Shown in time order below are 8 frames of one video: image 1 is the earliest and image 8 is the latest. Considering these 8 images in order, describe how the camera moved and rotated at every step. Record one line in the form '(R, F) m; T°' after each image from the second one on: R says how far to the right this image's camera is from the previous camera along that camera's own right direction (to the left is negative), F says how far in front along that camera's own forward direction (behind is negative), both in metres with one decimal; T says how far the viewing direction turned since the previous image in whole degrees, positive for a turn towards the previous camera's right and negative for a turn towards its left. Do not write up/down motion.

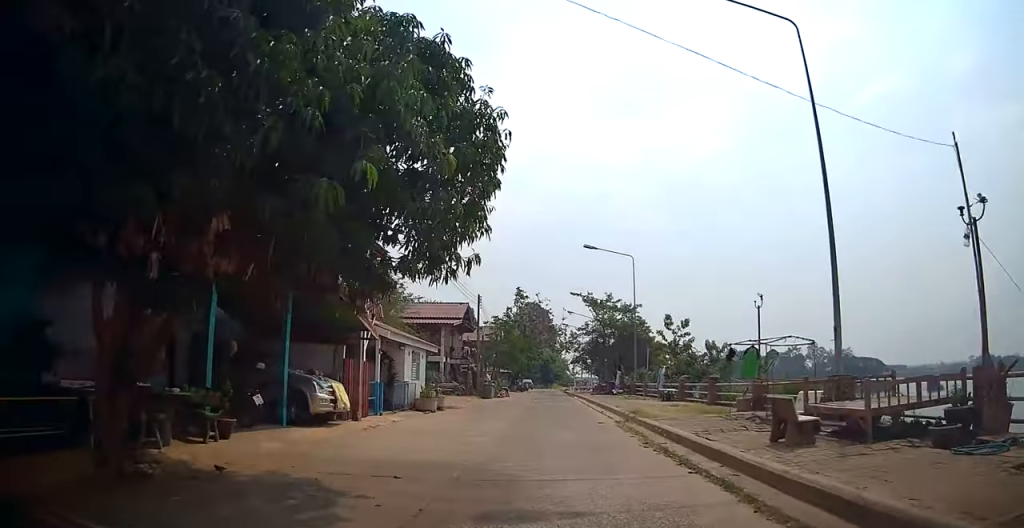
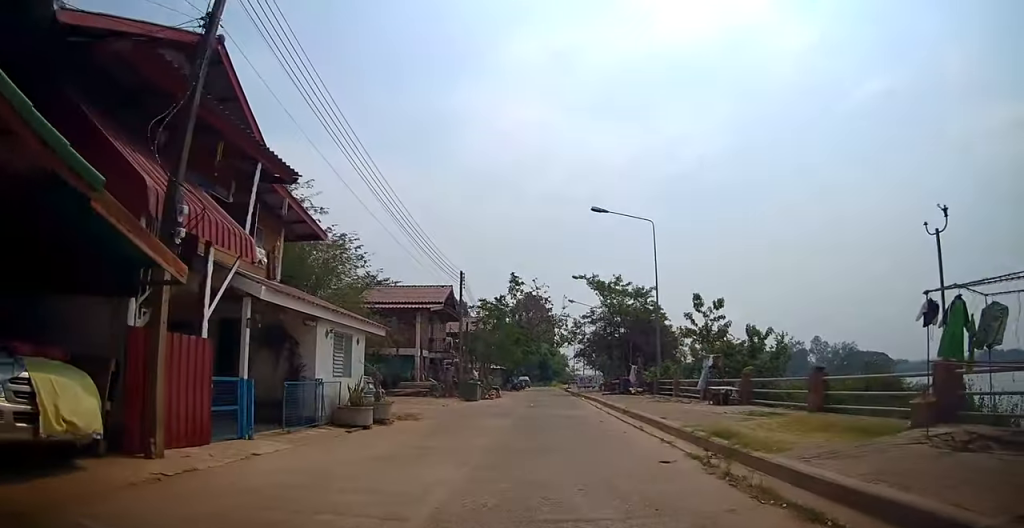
(+0.1, +9.4) m; -1°
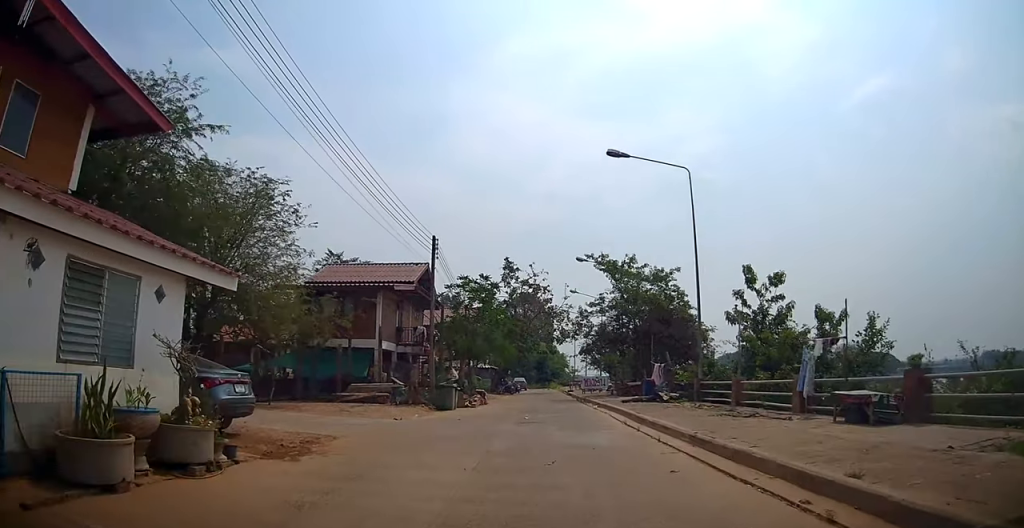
(-0.5, +9.8) m; -3°
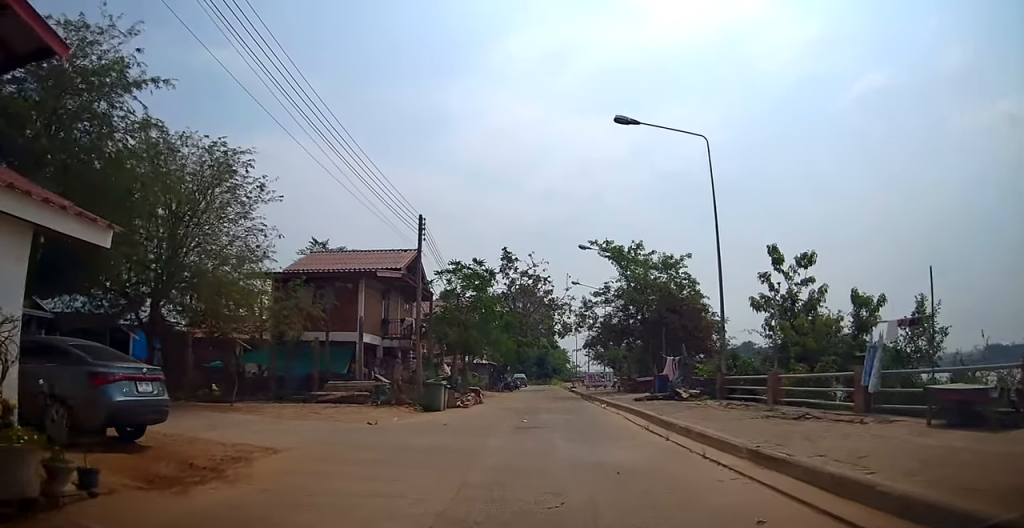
(0.0, +3.9) m; 0°
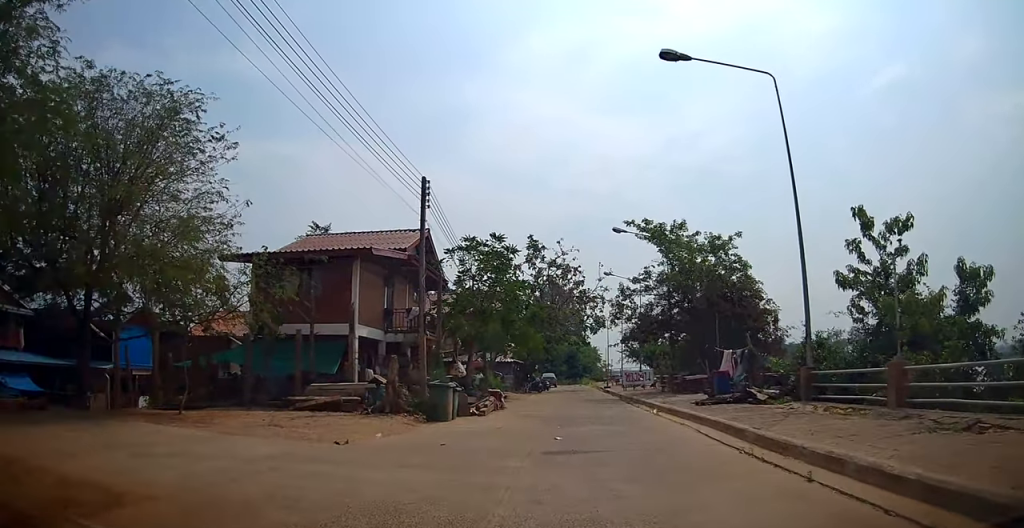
(-0.1, +6.5) m; -2°
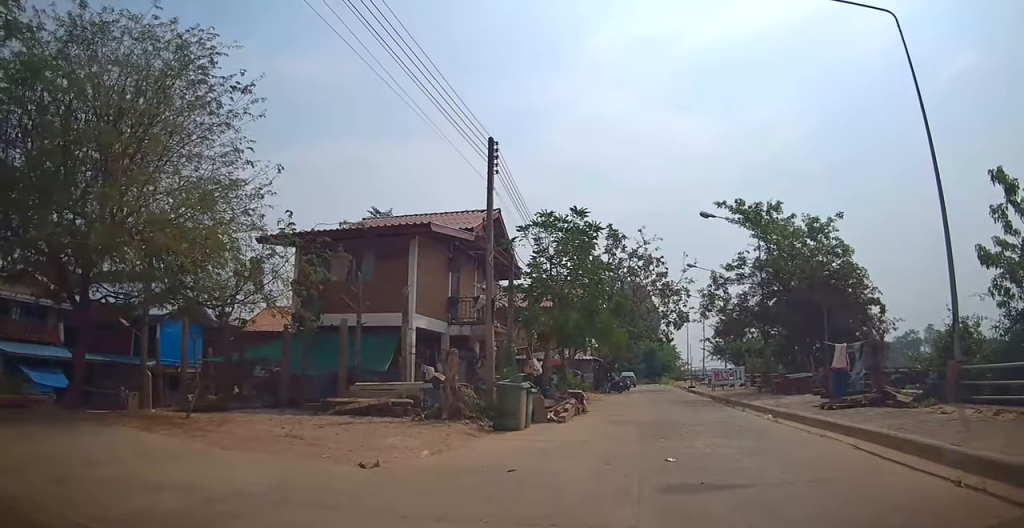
(-0.3, +5.2) m; -5°
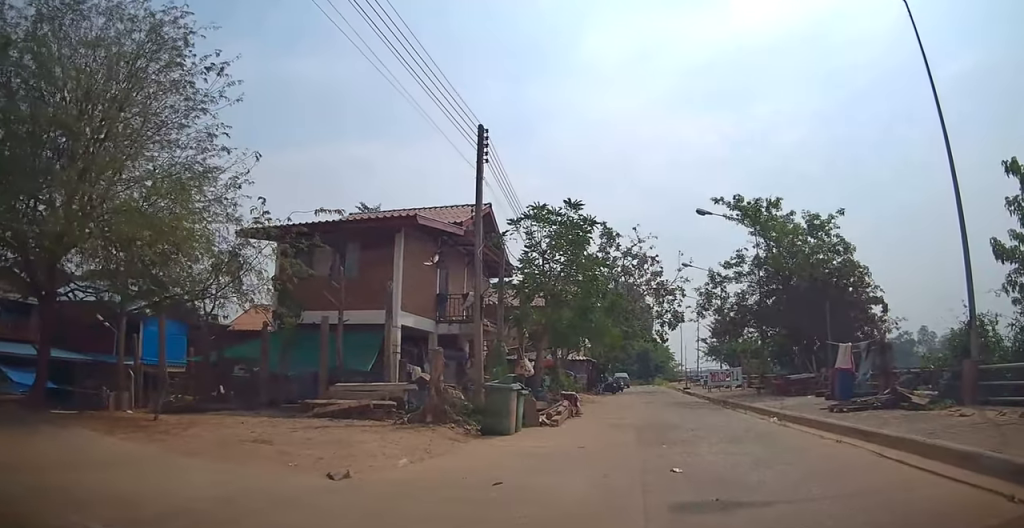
(-0.1, +1.5) m; -1°
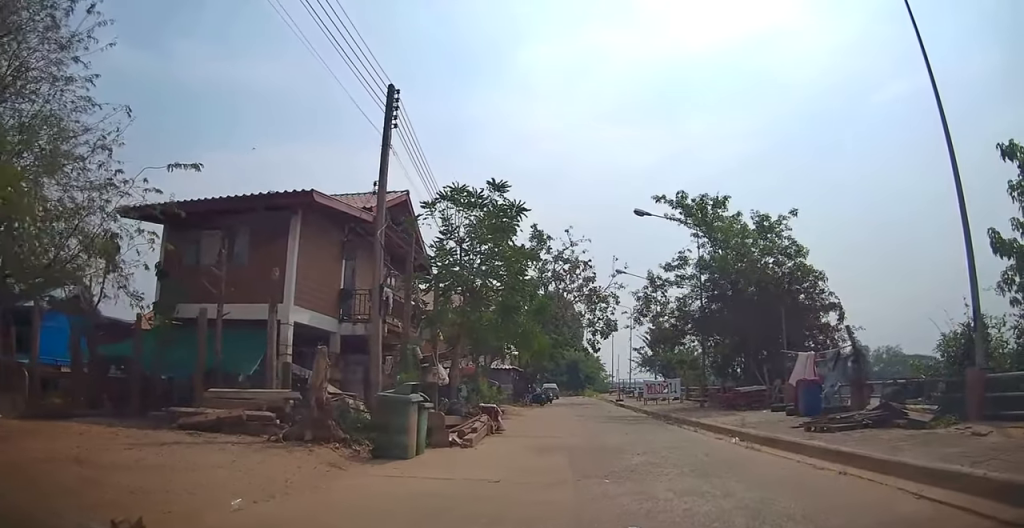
(+0.1, +2.9) m; +8°
